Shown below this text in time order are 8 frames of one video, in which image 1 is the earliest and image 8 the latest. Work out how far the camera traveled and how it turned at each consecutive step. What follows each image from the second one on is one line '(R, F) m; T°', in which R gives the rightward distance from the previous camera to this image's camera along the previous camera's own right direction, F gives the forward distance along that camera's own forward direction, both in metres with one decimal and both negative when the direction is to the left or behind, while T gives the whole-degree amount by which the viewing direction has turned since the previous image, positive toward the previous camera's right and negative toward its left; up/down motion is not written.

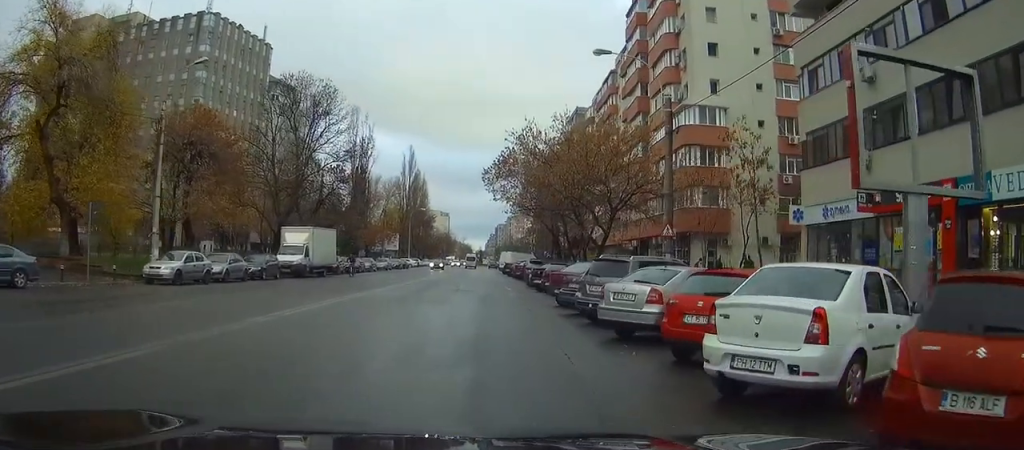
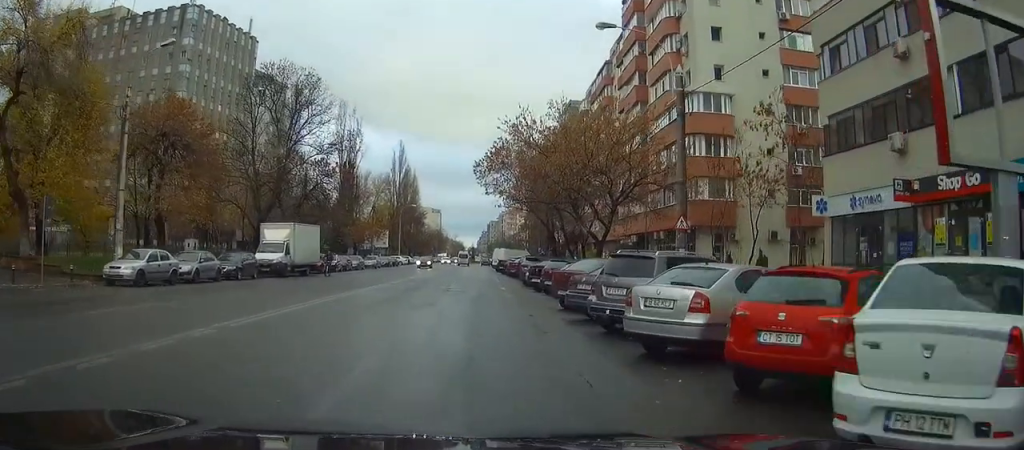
(+0.2, +2.7) m; +4°
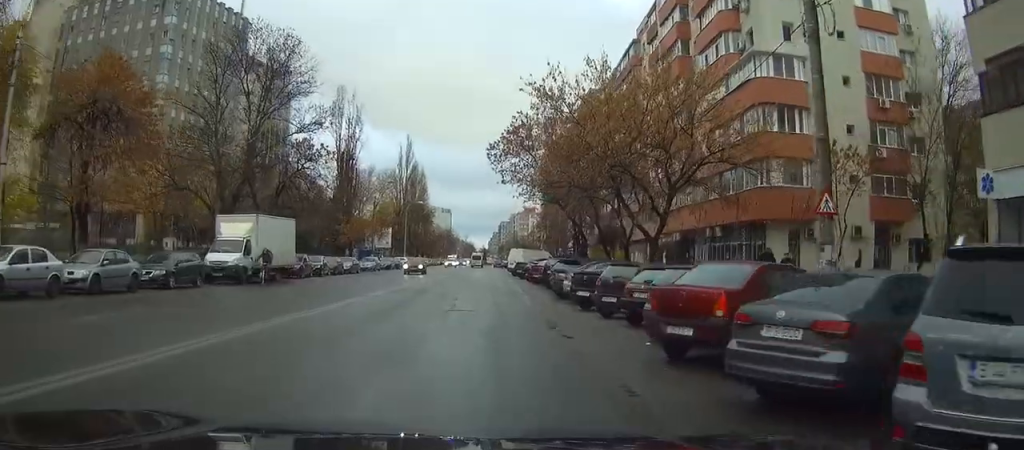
(+0.6, +9.4) m; +4°
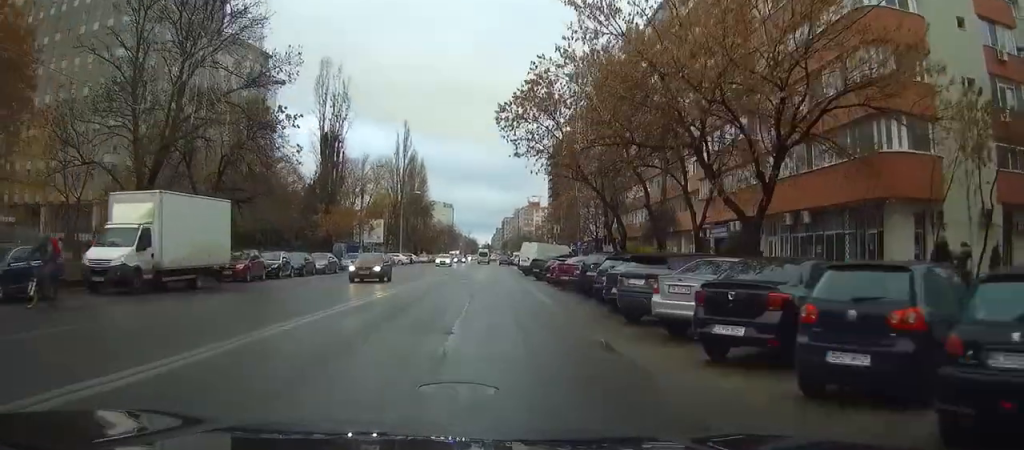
(0.0, +11.4) m; -1°
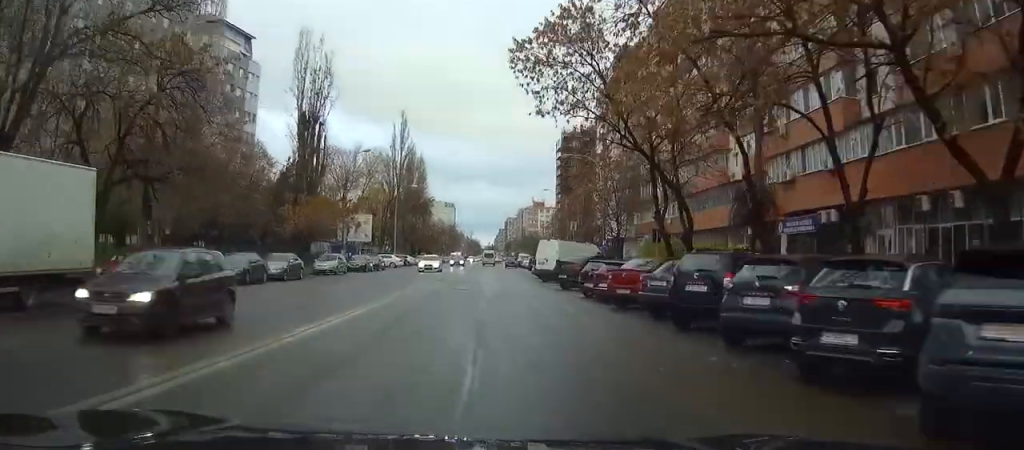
(-0.1, +11.2) m; -2°
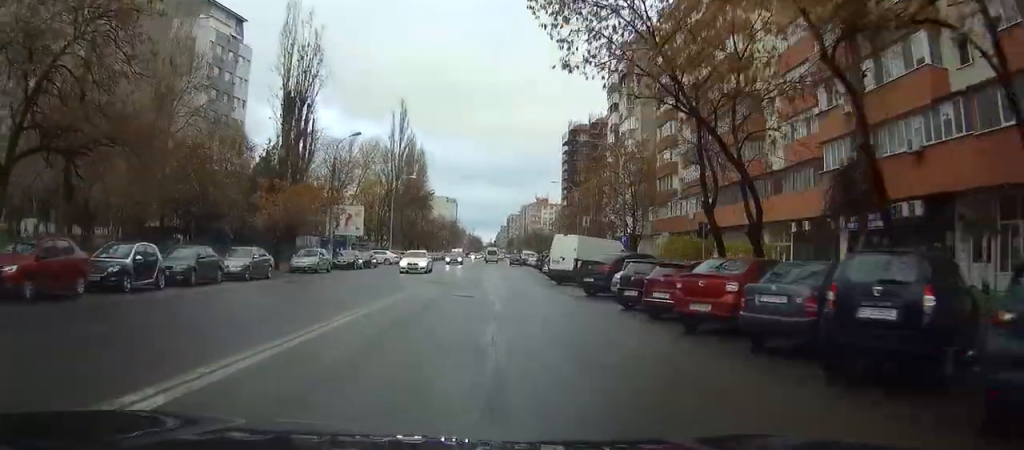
(-0.1, +6.6) m; 0°
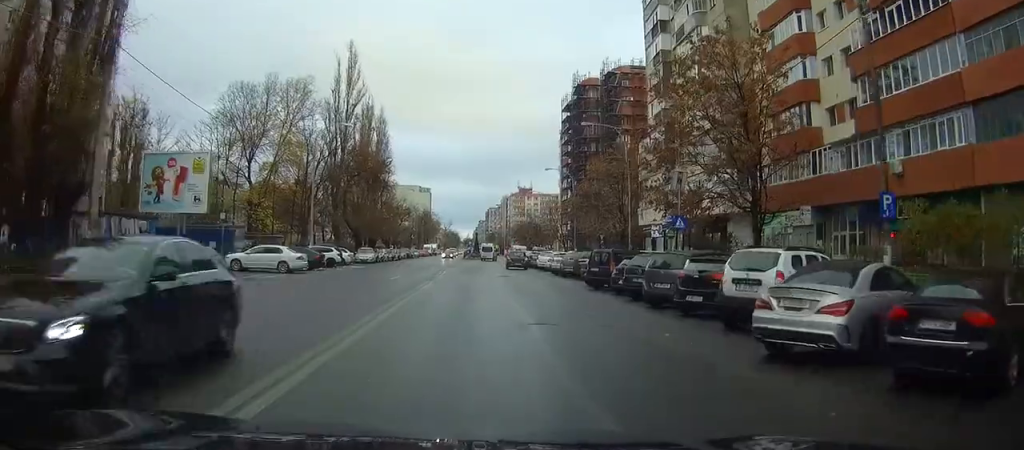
(+0.2, +36.1) m; +1°
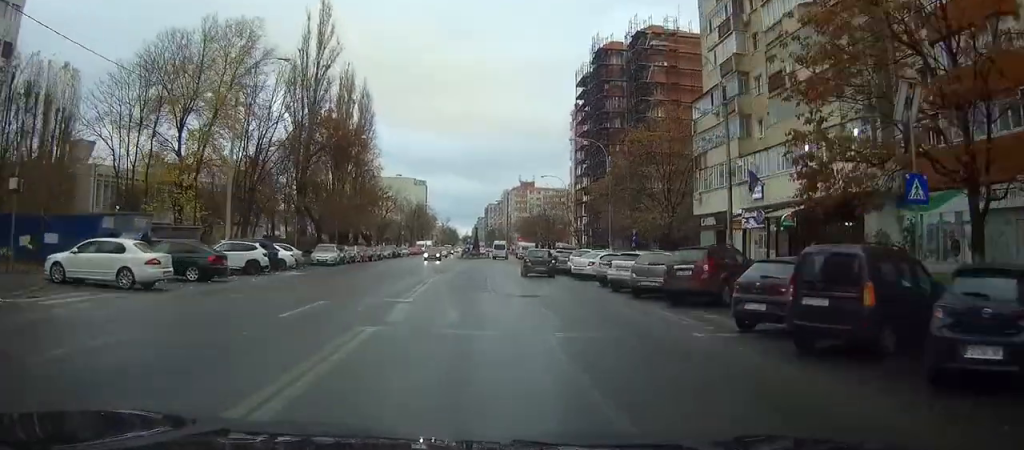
(+0.2, +19.4) m; 0°
